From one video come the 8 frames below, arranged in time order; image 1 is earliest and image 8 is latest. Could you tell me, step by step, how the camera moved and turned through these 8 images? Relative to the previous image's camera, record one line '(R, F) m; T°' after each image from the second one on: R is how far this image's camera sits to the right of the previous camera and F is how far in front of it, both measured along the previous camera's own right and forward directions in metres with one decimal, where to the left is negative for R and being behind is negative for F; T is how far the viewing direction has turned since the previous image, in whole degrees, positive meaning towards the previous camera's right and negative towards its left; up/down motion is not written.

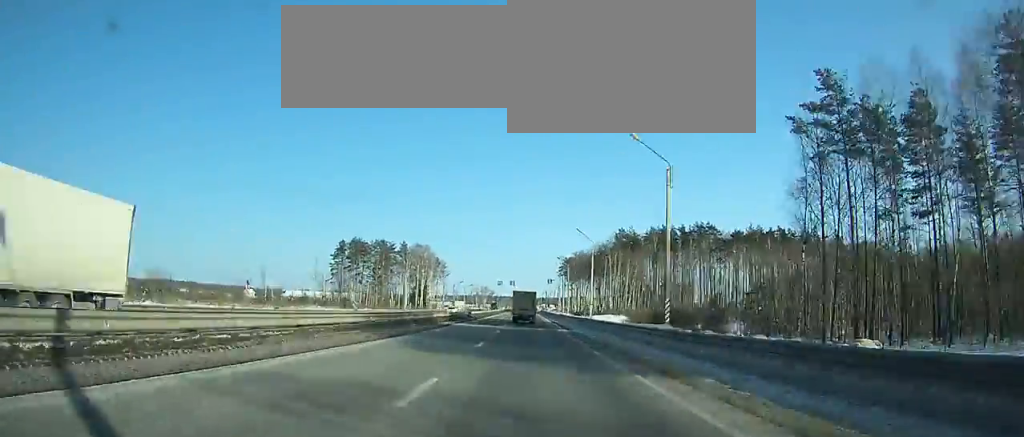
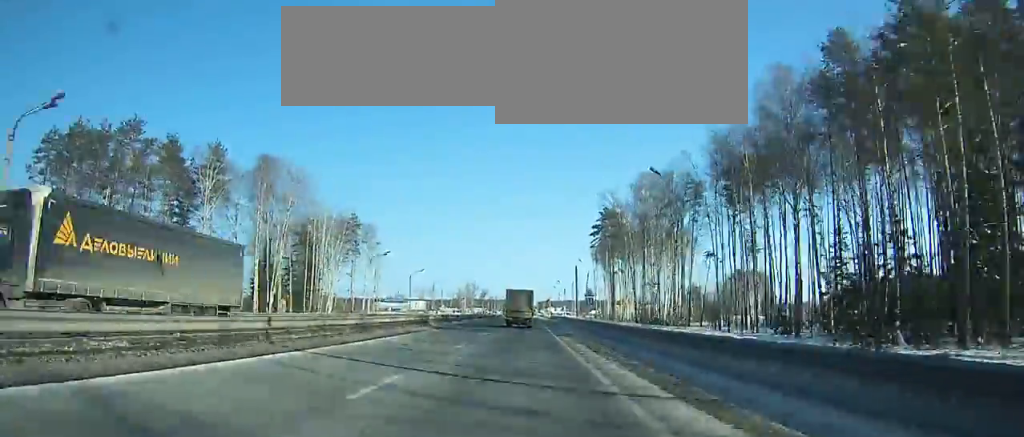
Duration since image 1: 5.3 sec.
(-1.2, +131.4) m; 0°
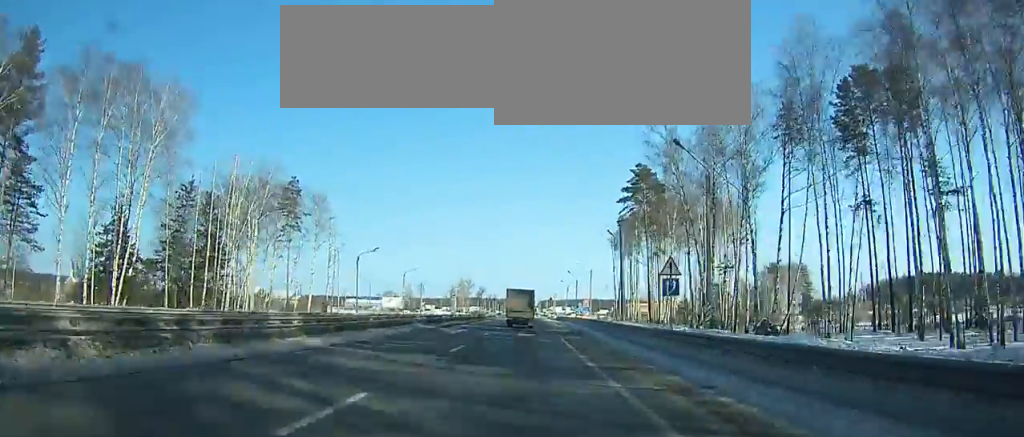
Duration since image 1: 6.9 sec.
(0.0, +38.8) m; 0°
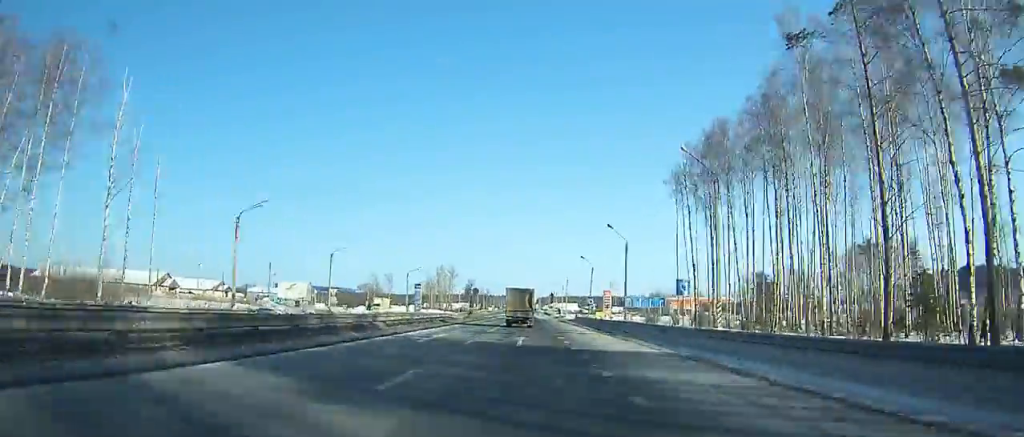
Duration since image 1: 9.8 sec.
(+0.1, +69.0) m; 0°
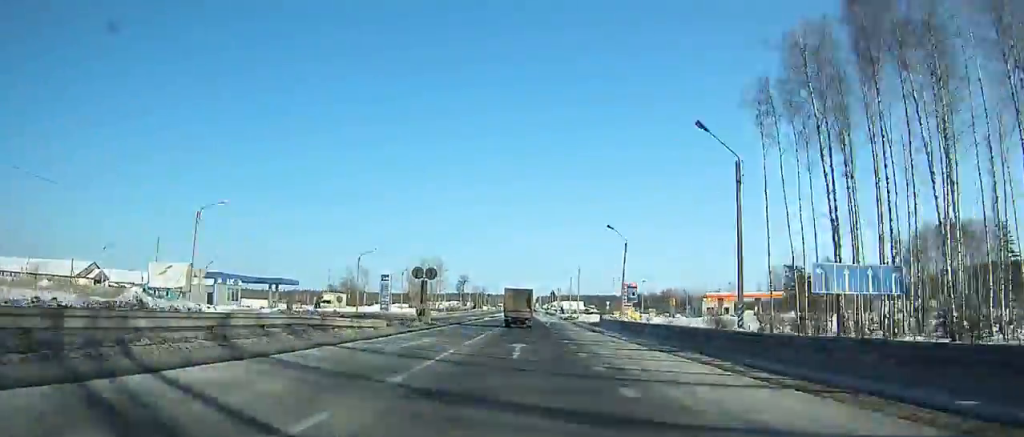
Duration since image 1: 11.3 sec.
(0.0, +35.0) m; 0°
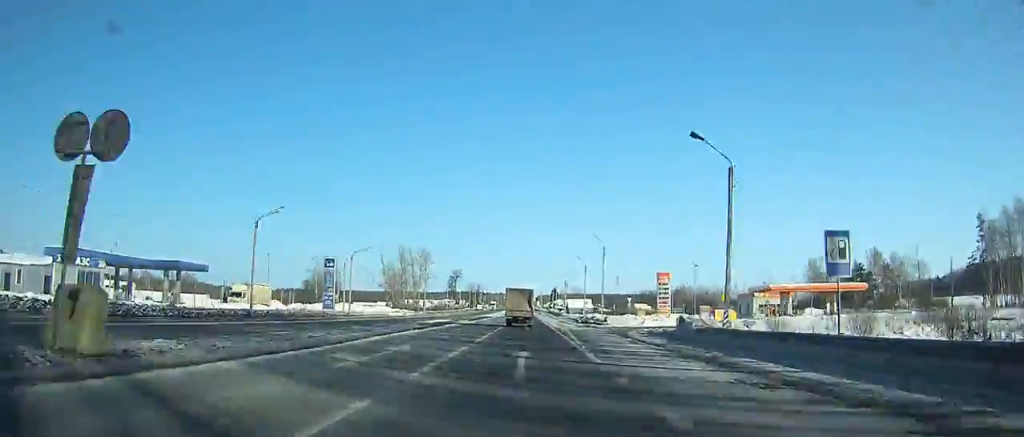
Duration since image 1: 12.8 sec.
(0.0, +34.5) m; 0°
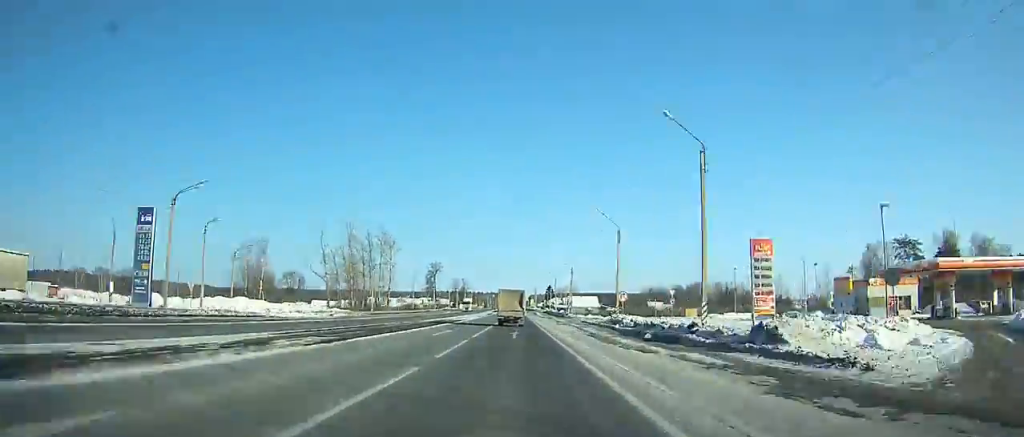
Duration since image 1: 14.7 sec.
(+0.1, +42.8) m; 0°
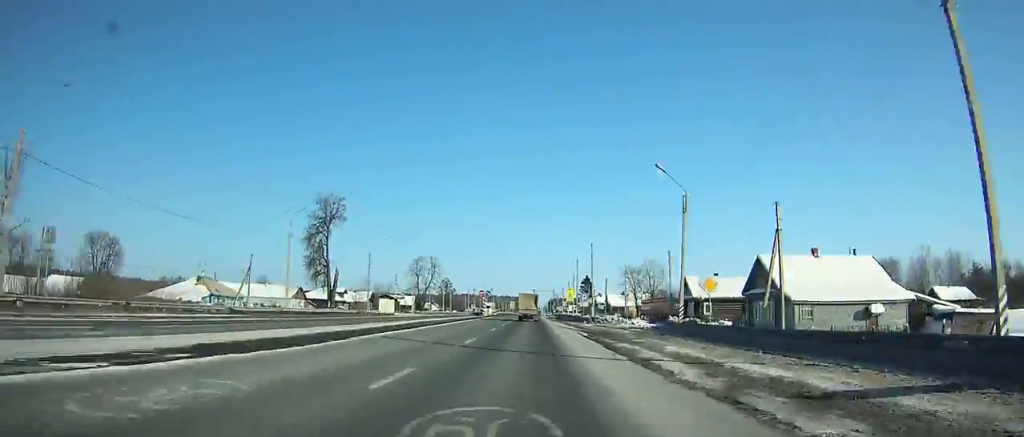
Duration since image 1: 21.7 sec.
(-0.8, +146.4) m; -1°
